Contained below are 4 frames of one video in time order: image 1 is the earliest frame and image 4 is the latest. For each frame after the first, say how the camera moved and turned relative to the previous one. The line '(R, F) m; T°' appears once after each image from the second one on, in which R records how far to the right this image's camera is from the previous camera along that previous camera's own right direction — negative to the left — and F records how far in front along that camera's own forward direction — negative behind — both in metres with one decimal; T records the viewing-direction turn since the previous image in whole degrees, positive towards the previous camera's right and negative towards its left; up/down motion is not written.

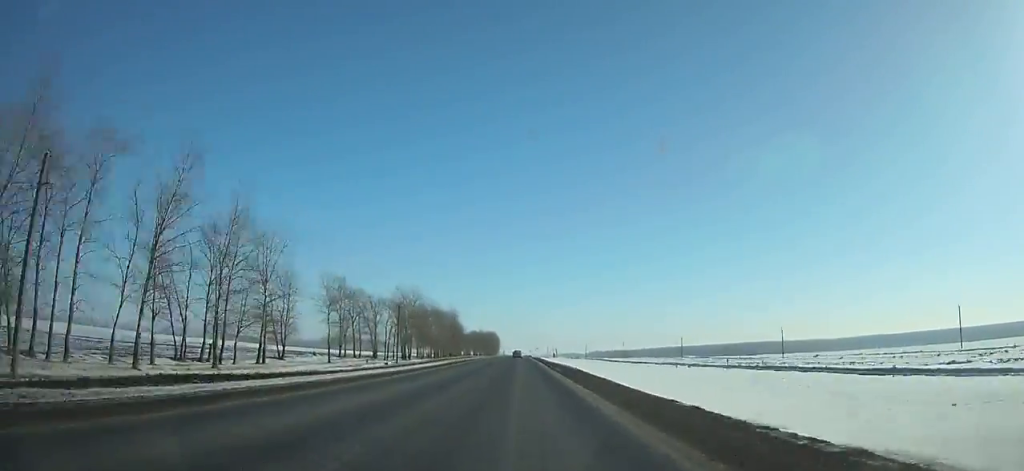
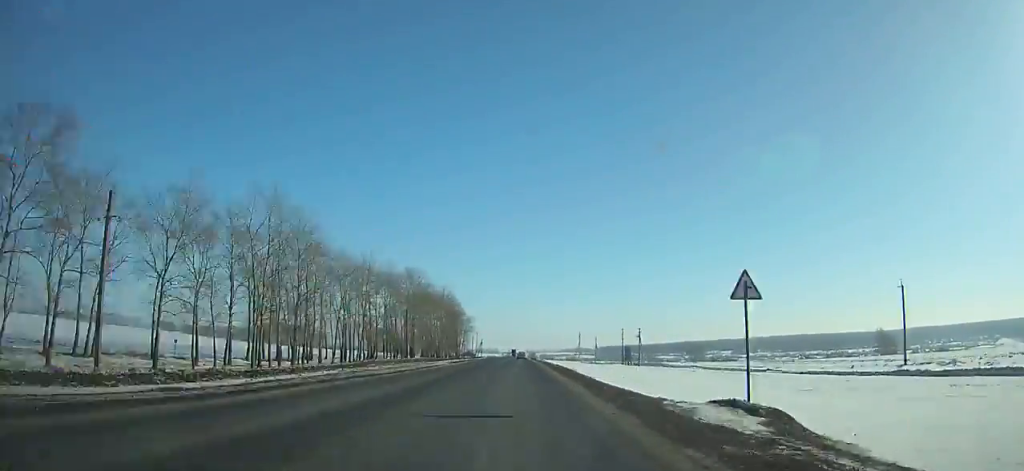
(+0.4, +322.8) m; 0°
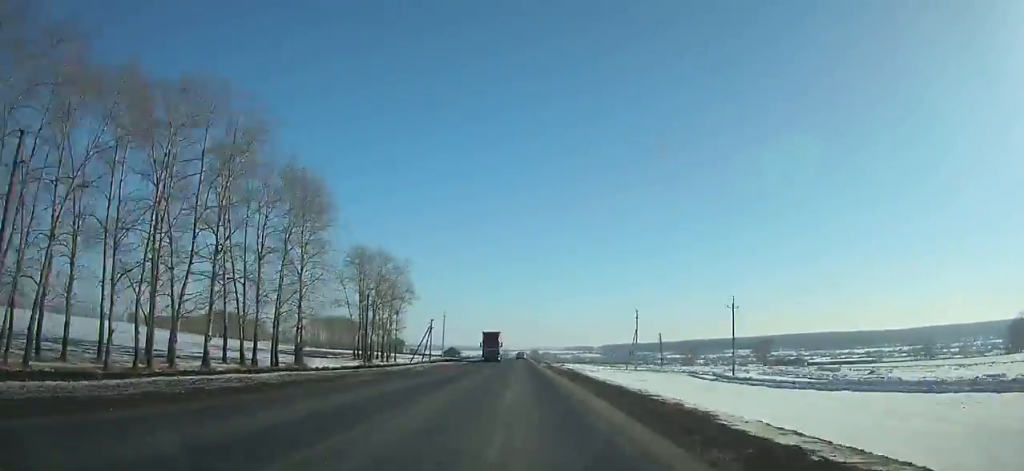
(-0.9, +135.3) m; -1°
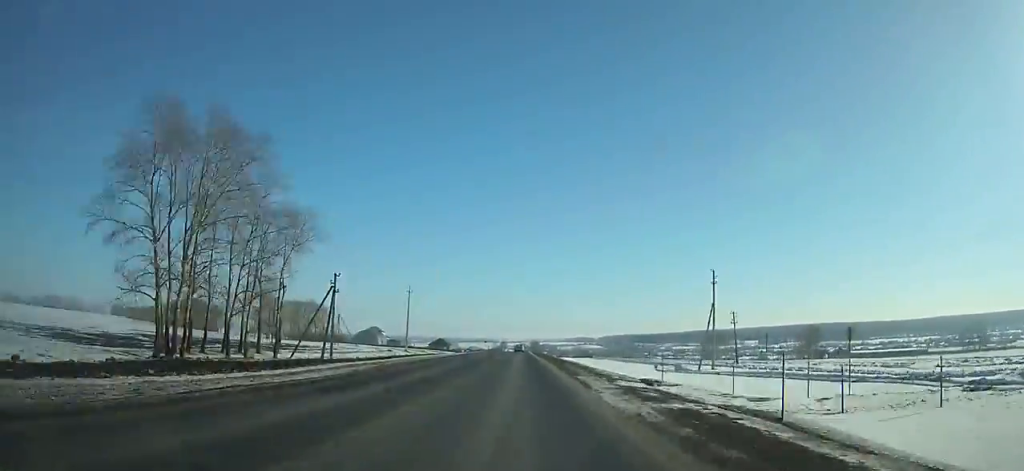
(+0.1, +55.1) m; 0°
